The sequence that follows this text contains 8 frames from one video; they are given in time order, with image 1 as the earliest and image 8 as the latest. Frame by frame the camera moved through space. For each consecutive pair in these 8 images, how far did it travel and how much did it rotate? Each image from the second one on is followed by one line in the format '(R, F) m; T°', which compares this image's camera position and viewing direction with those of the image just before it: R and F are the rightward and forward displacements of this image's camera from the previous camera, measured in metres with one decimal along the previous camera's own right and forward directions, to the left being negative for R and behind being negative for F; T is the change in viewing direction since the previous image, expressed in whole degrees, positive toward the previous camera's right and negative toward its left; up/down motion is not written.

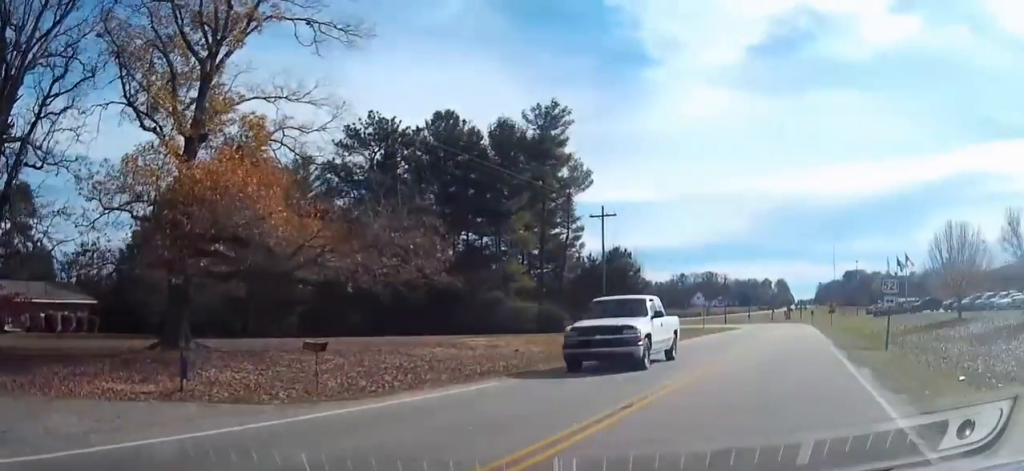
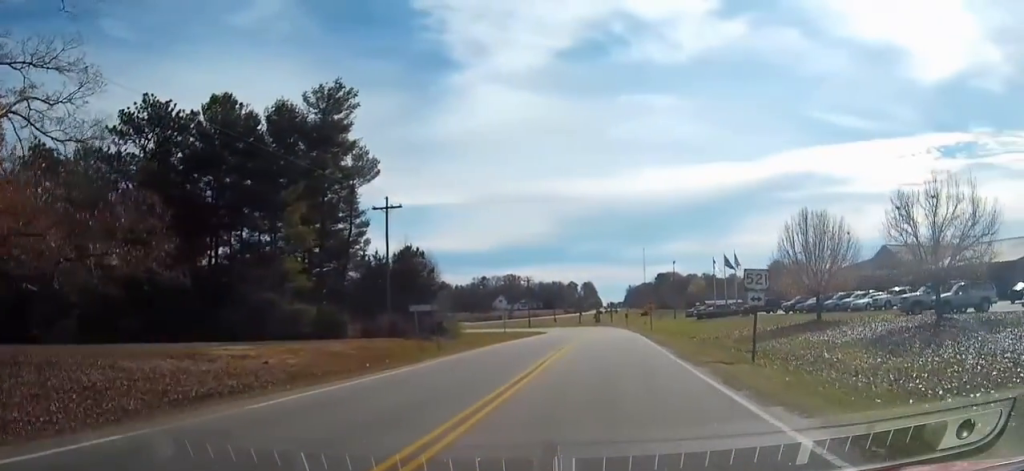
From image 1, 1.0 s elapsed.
(+1.0, +6.1) m; +17°
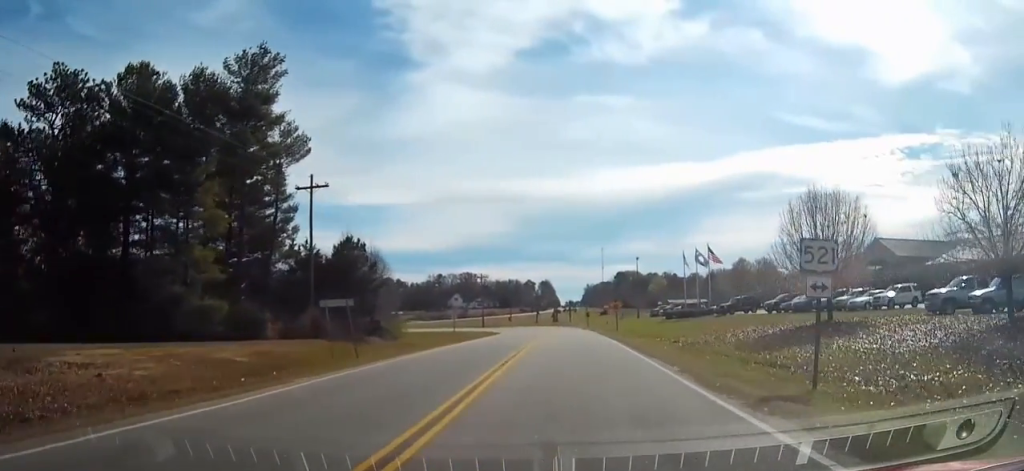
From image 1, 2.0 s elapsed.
(+0.9, +7.8) m; +7°
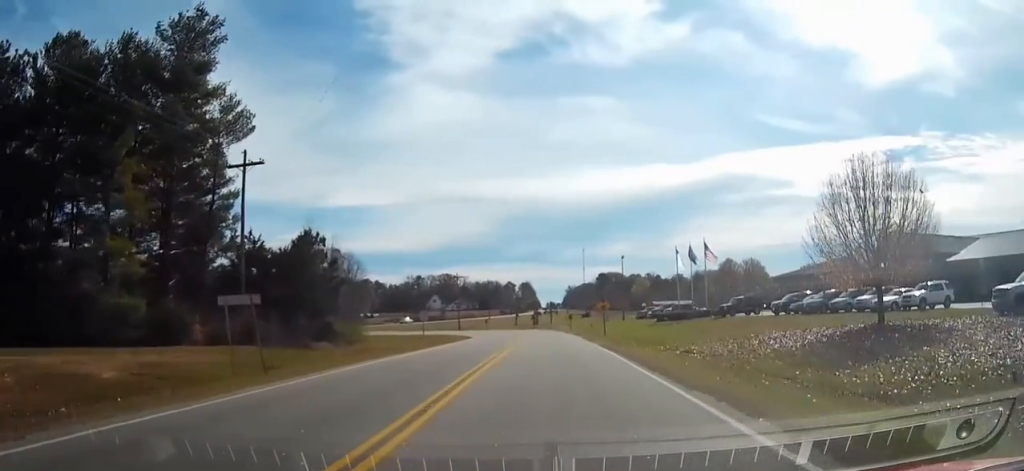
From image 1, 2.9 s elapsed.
(0.0, +7.6) m; 0°
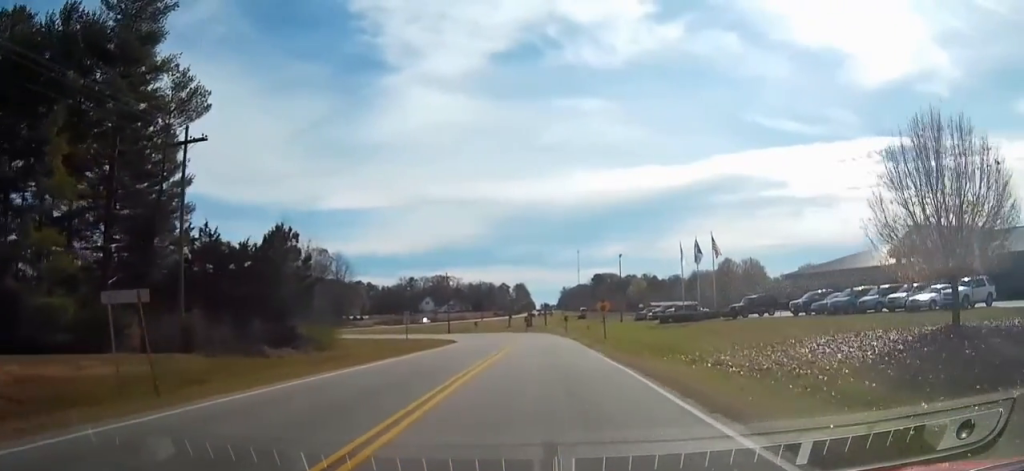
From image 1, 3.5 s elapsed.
(0.0, +6.2) m; 0°
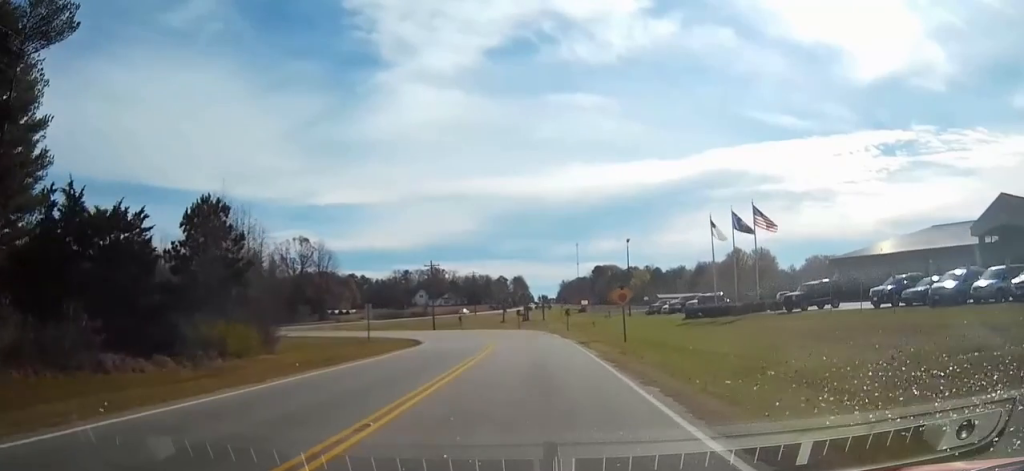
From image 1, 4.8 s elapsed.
(0.0, +14.3) m; 0°
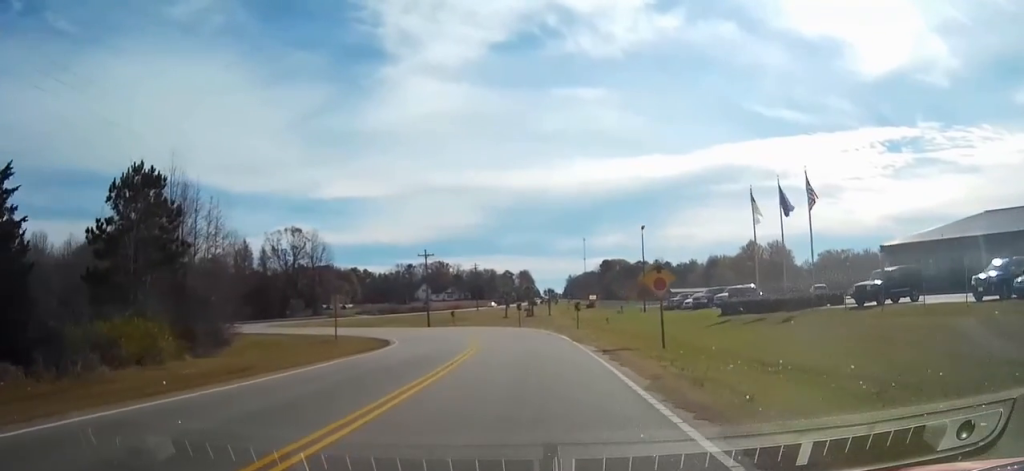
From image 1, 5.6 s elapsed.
(0.0, +10.4) m; 0°
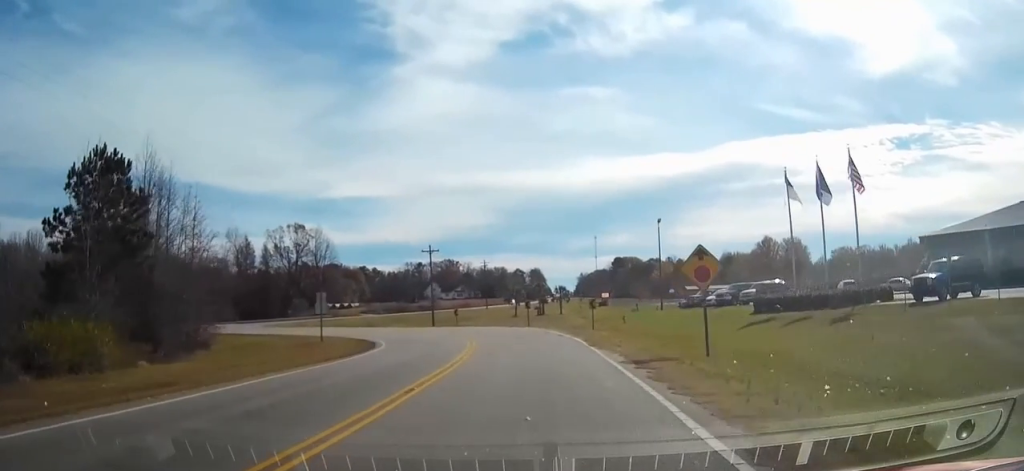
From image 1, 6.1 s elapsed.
(0.0, +5.3) m; 0°
